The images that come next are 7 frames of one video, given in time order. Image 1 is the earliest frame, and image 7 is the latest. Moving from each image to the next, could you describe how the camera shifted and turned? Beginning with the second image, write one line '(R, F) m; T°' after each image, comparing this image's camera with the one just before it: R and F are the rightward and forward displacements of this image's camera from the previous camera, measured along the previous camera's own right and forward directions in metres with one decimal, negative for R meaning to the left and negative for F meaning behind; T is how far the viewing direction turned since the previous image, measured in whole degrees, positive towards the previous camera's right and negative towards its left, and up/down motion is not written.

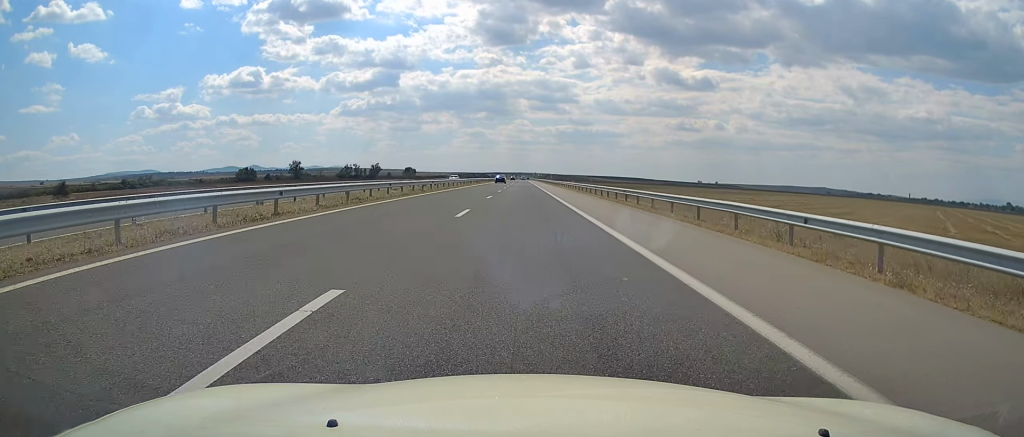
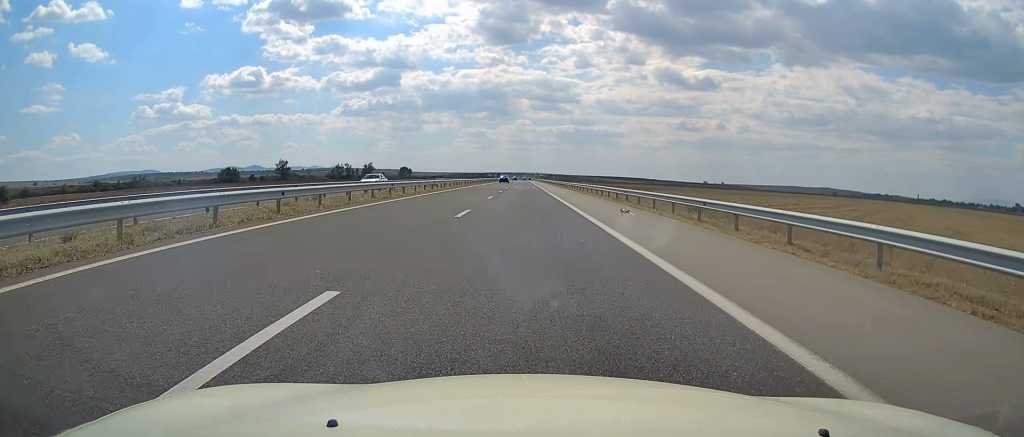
(+0.1, +31.8) m; 0°
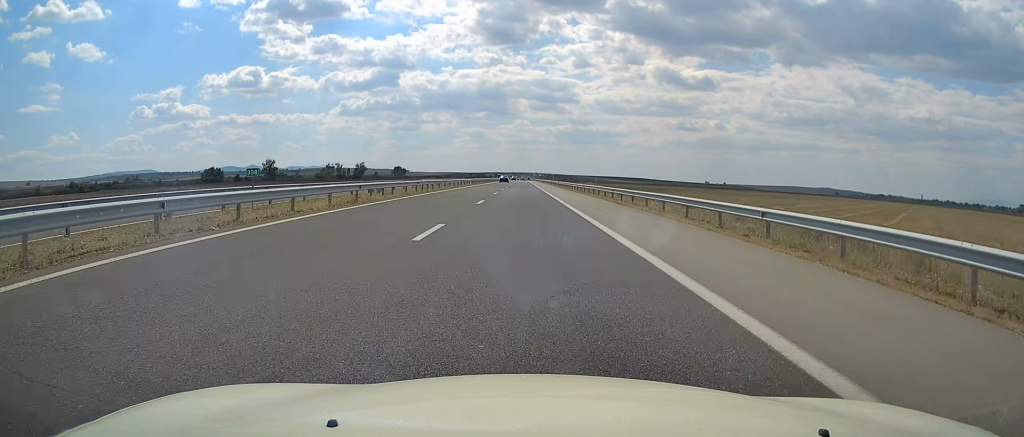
(0.0, +22.6) m; 0°
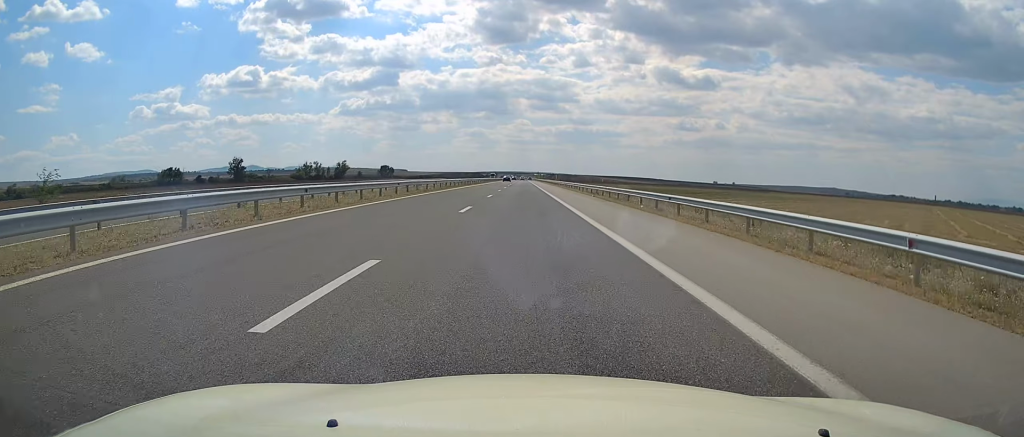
(-0.4, +54.5) m; 0°
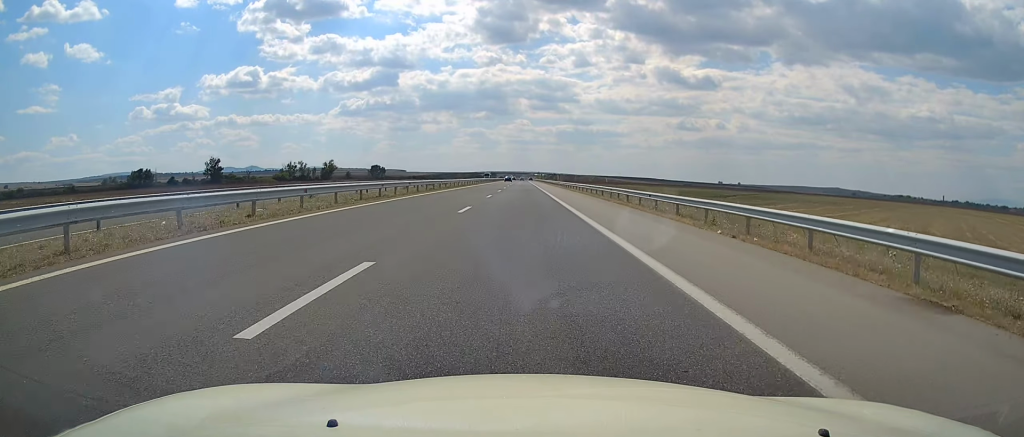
(+0.4, +31.9) m; 0°
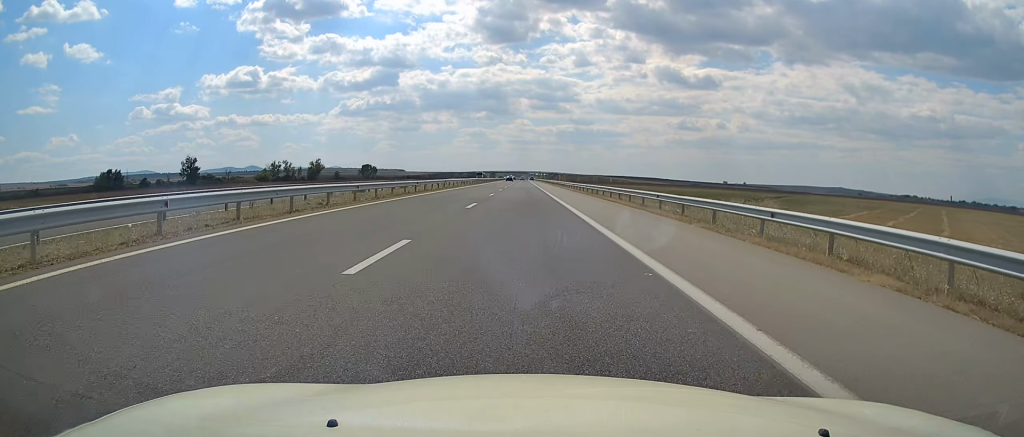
(-0.3, +28.8) m; 0°
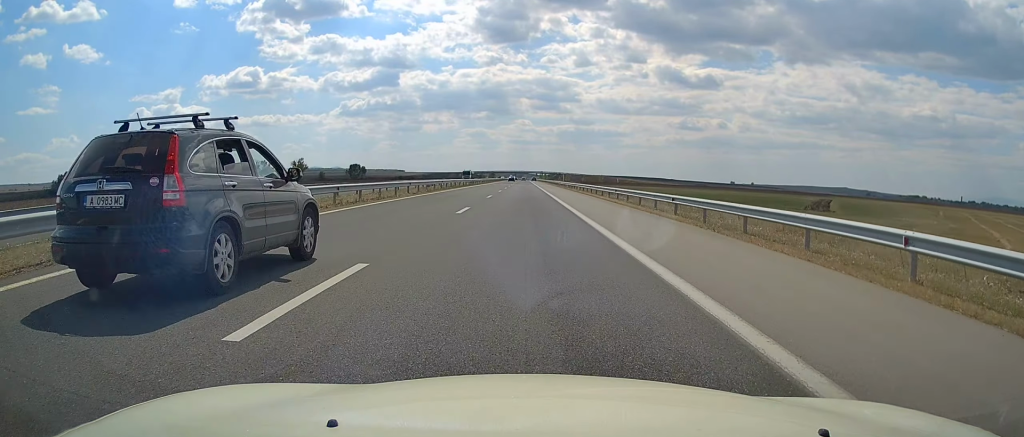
(+0.3, +35.0) m; 0°
